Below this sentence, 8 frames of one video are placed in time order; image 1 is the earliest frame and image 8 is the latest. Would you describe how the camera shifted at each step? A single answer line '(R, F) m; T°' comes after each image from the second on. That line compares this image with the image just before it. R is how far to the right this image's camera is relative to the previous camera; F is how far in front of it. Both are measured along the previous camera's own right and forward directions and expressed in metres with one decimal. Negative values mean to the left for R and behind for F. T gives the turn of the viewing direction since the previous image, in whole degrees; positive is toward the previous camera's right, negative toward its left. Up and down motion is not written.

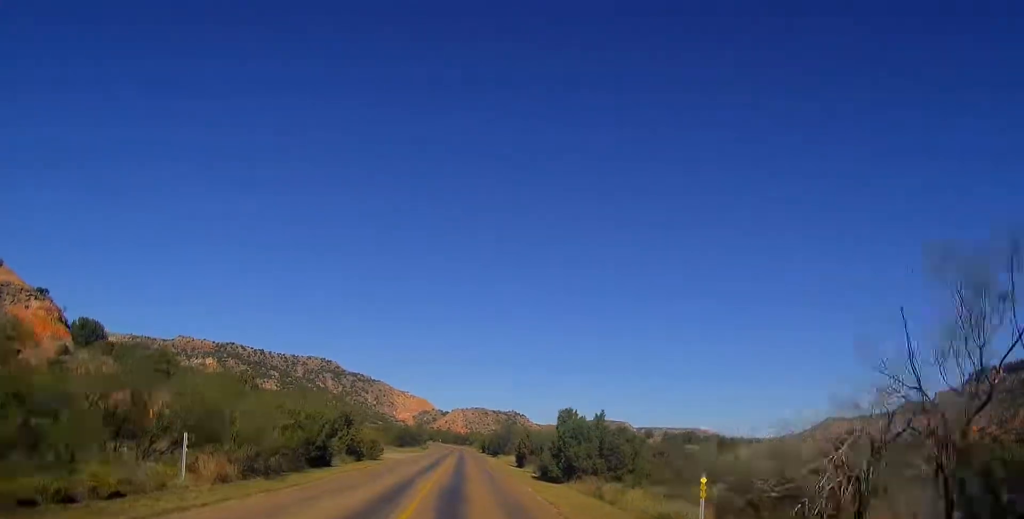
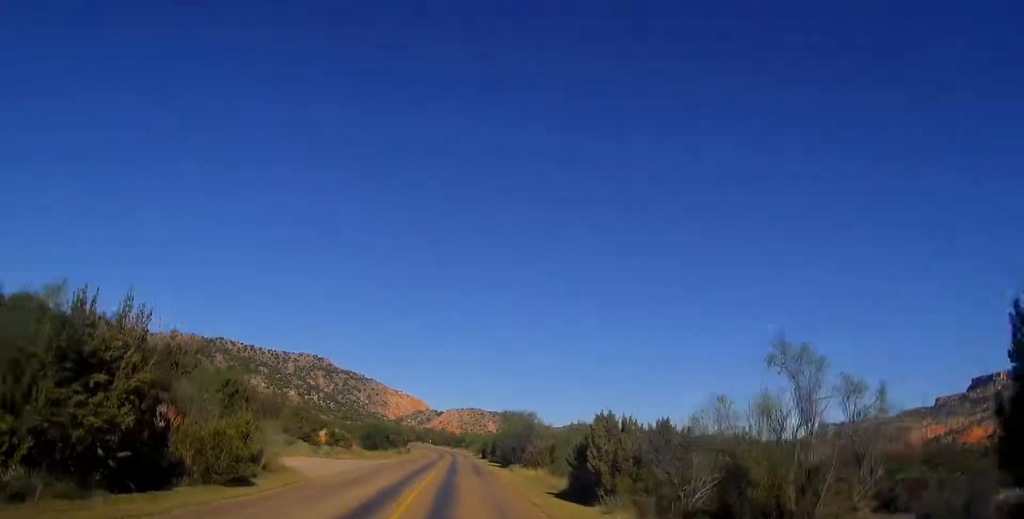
(+0.3, +27.3) m; +1°
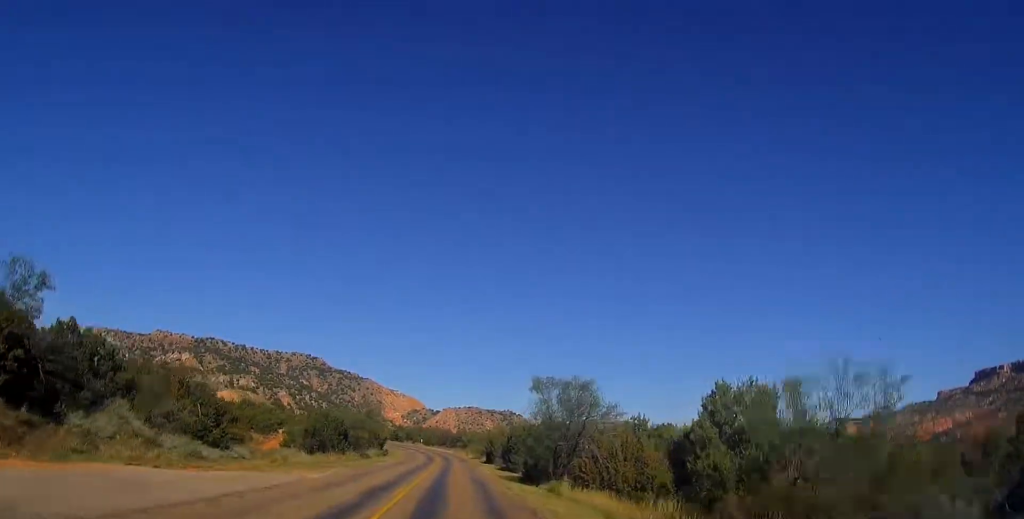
(-0.1, +23.4) m; 0°
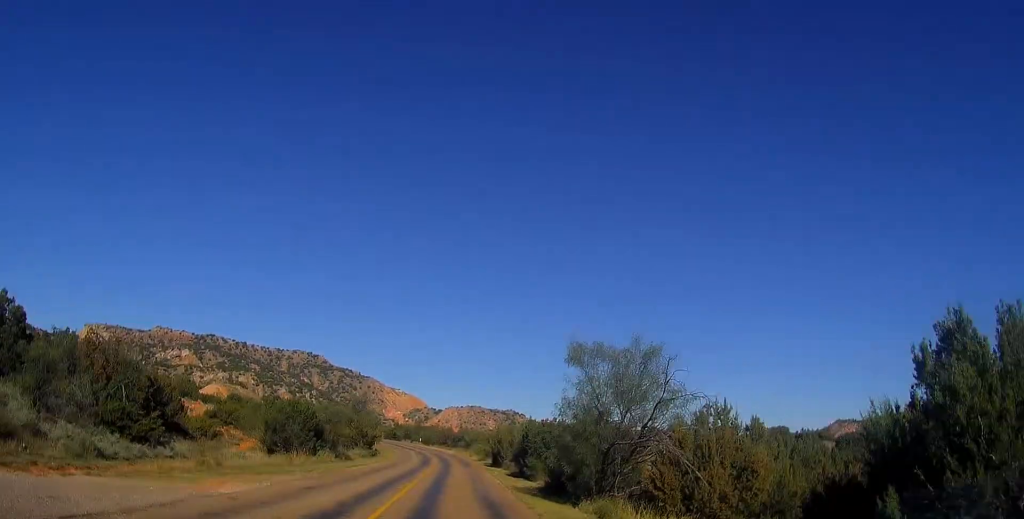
(-0.1, +8.2) m; 0°
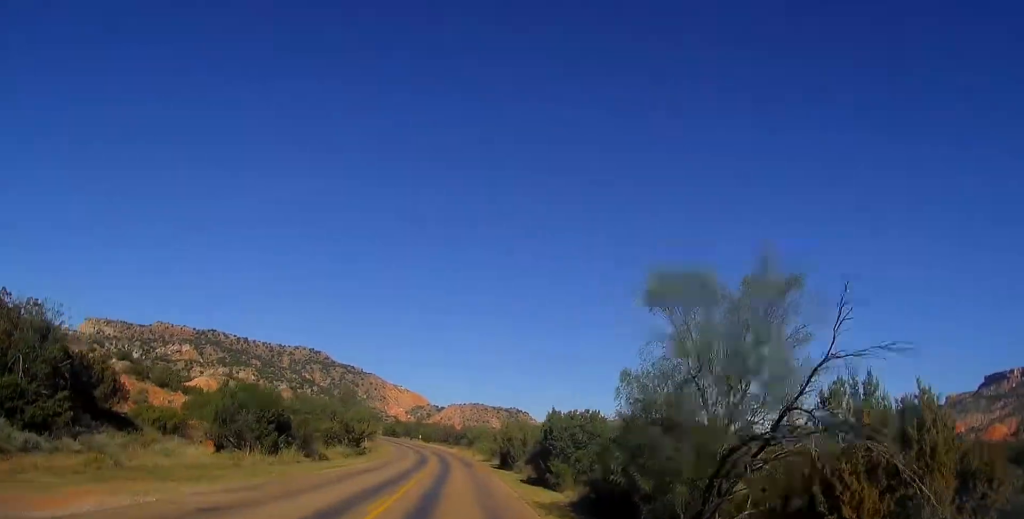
(+0.1, +7.6) m; 0°
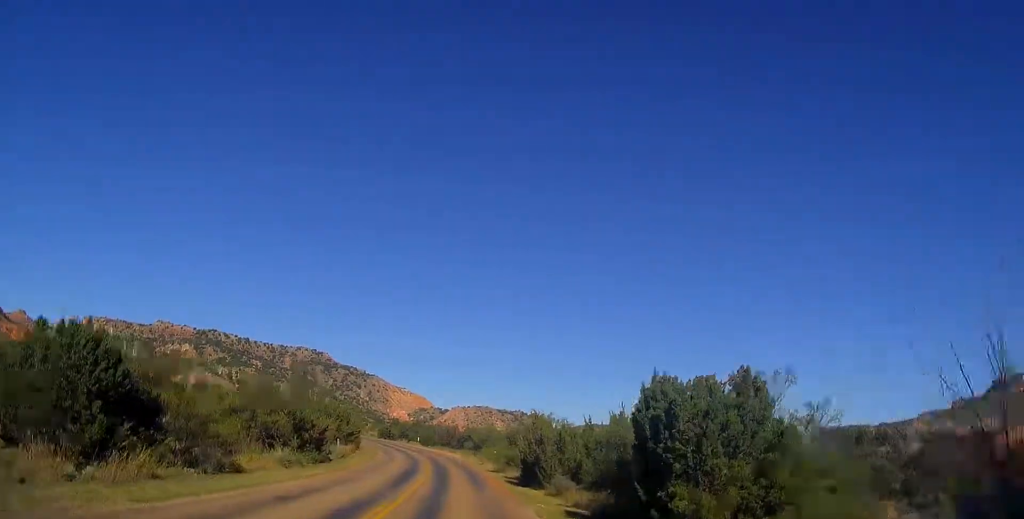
(+0.1, +13.9) m; -1°
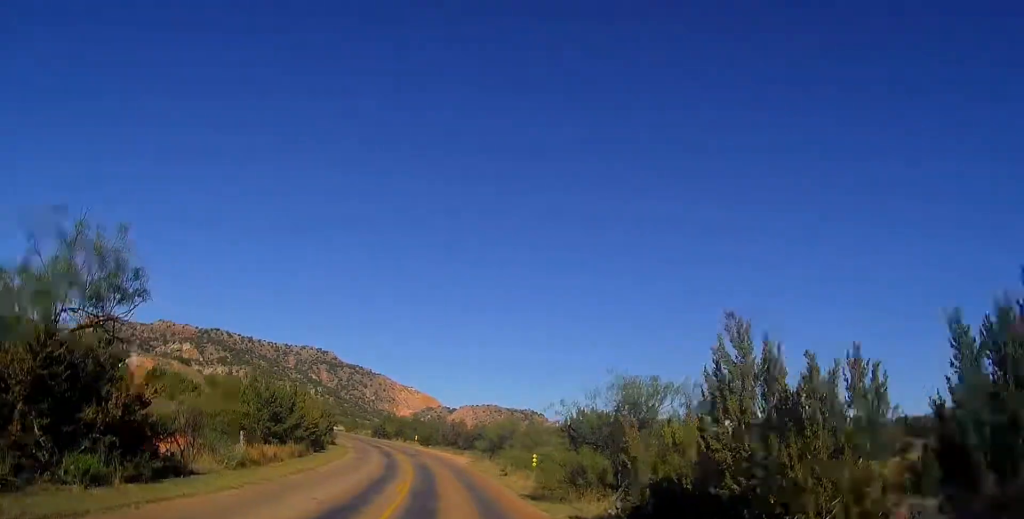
(-0.4, +19.4) m; -2°
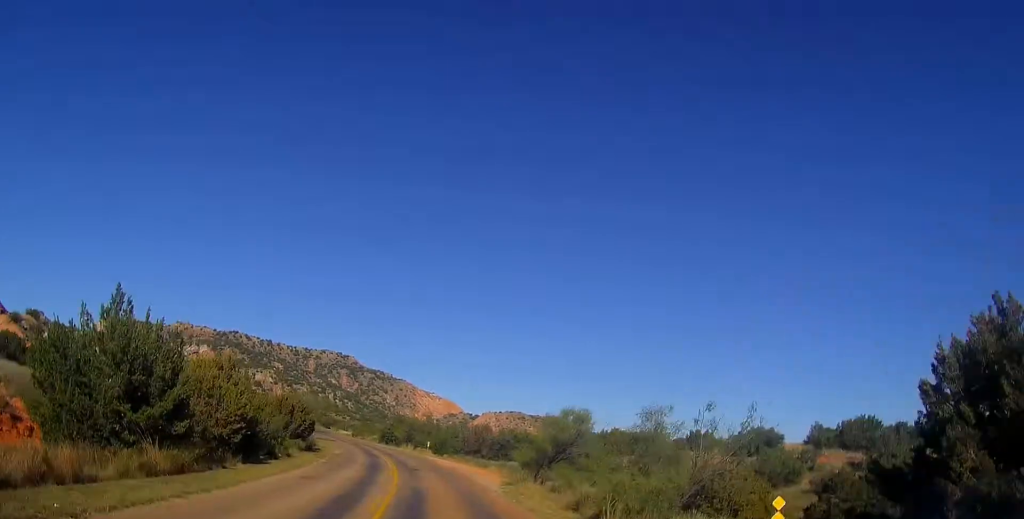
(-0.3, +16.0) m; -1°
